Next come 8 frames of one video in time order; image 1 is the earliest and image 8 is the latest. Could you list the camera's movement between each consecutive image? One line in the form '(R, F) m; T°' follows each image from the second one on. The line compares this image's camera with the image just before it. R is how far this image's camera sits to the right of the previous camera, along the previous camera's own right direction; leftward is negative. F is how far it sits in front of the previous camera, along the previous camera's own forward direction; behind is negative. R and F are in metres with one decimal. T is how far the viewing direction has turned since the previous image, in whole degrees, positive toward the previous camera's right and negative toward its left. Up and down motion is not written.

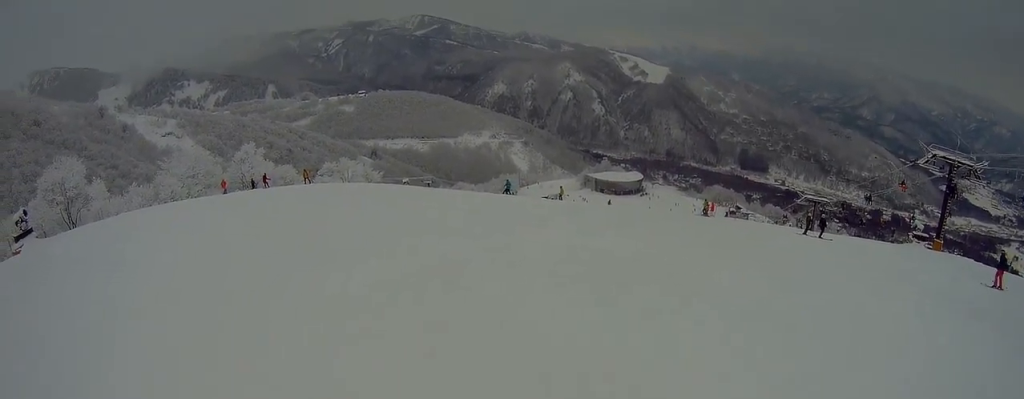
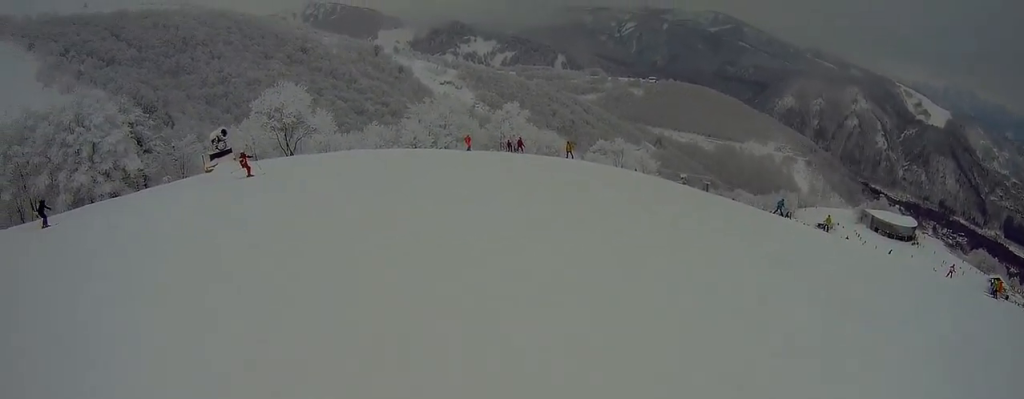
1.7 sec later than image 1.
(-3.6, +6.6) m; -50°
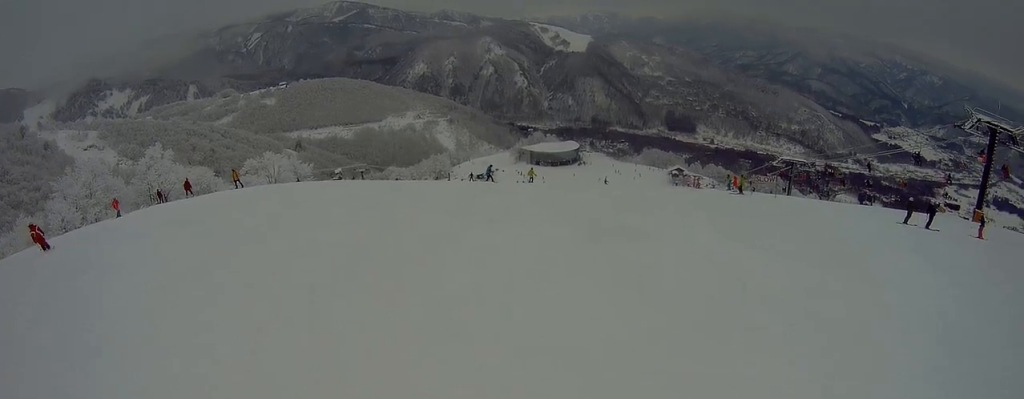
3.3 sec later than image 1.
(0.0, +7.7) m; +27°
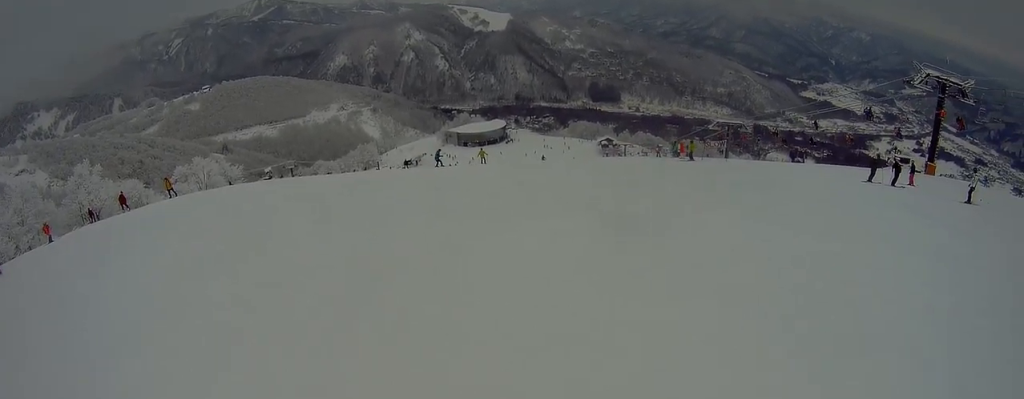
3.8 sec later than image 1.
(+0.4, +2.2) m; +15°
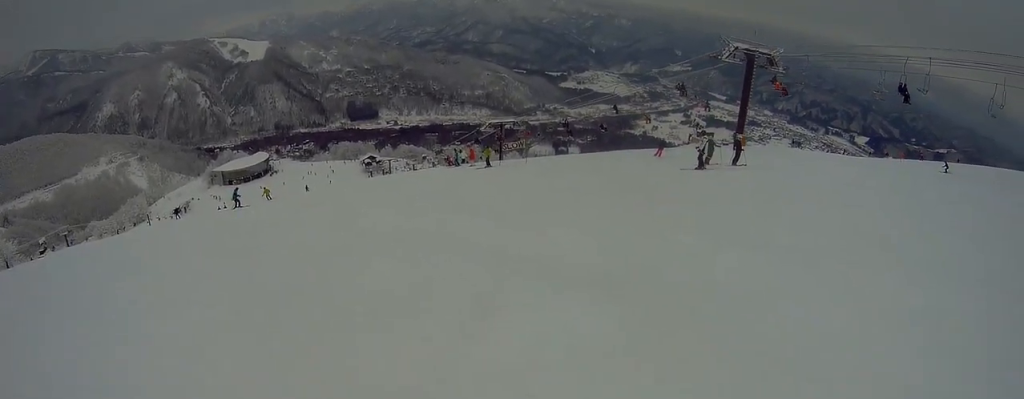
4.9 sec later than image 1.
(+1.6, +5.1) m; +31°
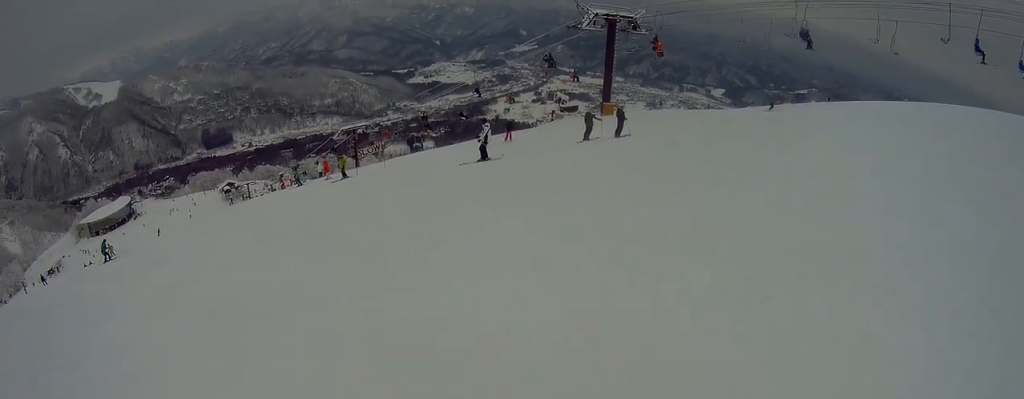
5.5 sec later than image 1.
(+0.2, +3.4) m; +16°
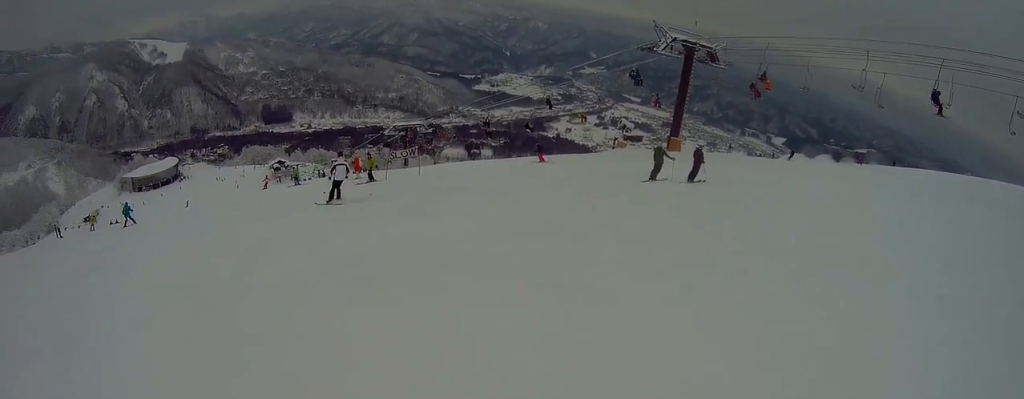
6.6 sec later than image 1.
(+1.1, +4.9) m; 0°
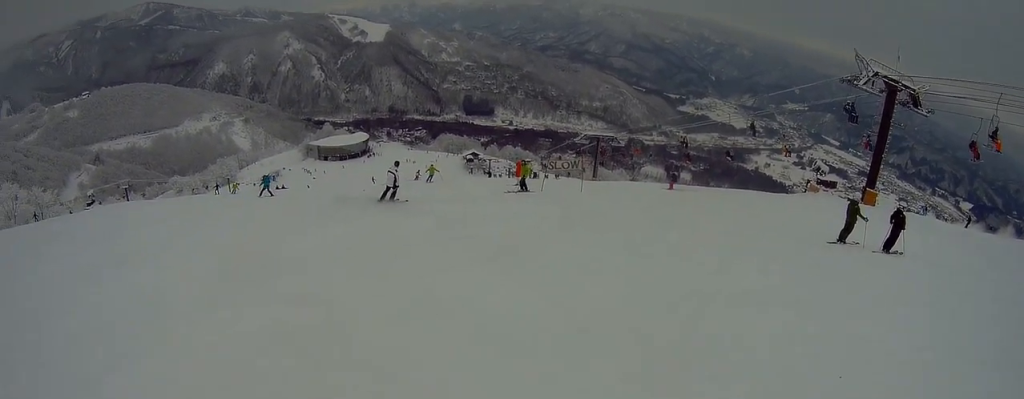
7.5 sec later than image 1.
(-0.9, +4.2) m; -20°
